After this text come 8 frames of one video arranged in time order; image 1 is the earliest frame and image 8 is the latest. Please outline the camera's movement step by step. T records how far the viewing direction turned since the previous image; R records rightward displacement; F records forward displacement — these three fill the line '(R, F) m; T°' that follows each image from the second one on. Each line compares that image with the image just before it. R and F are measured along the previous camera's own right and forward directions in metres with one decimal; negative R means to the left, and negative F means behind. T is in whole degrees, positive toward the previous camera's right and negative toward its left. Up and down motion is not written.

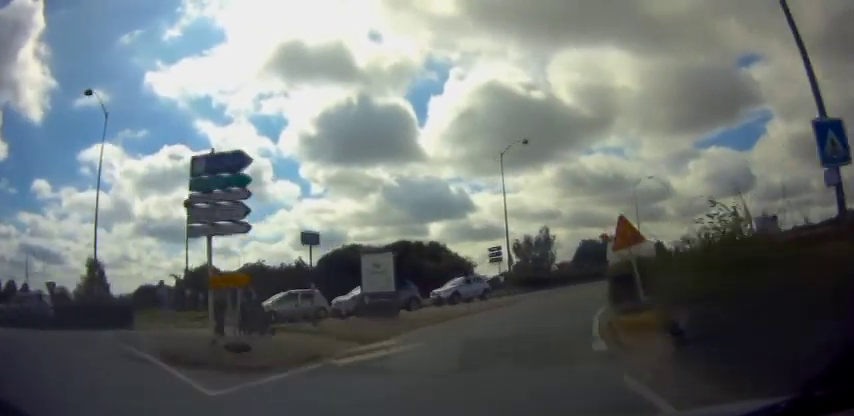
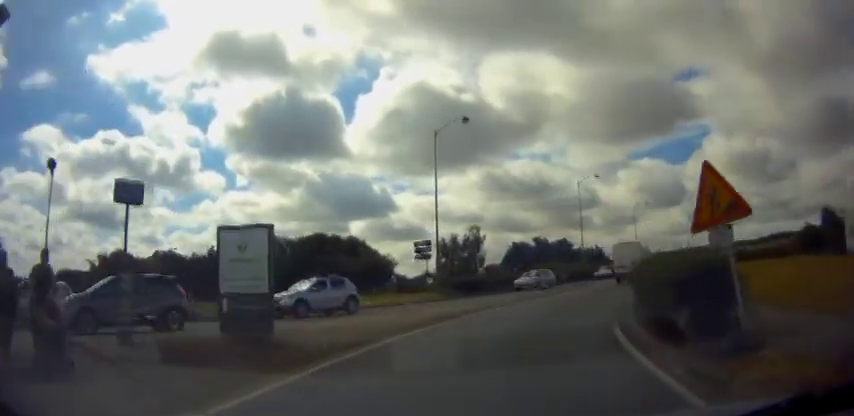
(+0.5, +7.0) m; +11°
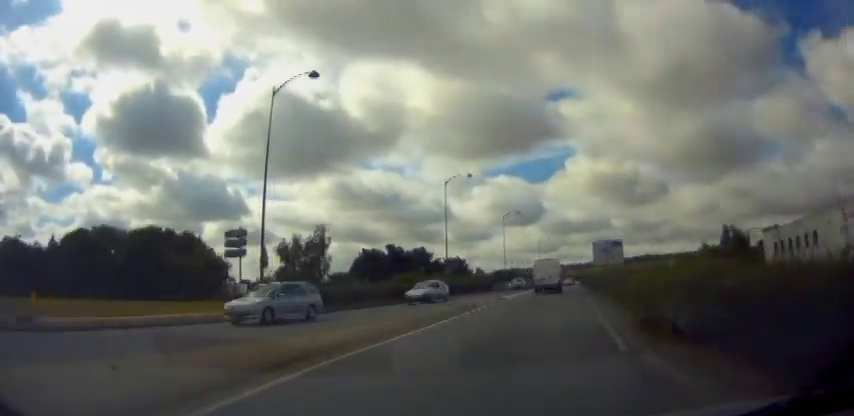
(+1.5, +10.8) m; +16°
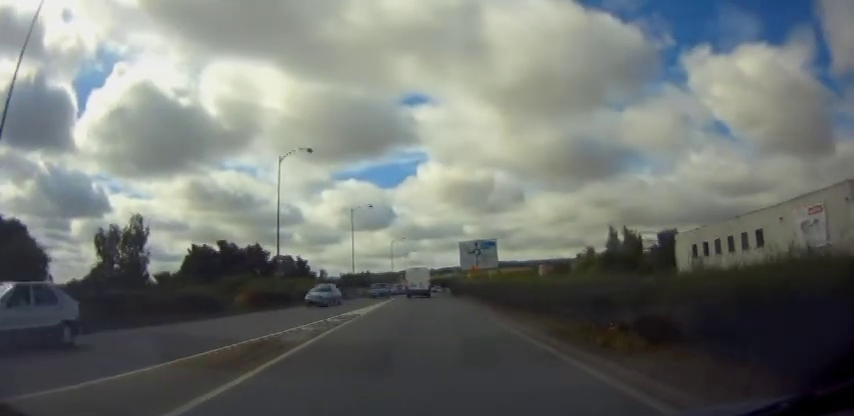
(+1.1, +9.7) m; +9°
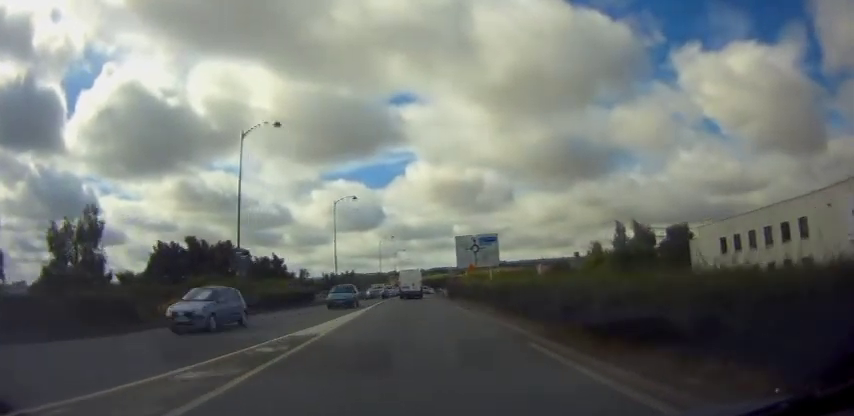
(+0.1, +3.8) m; +2°
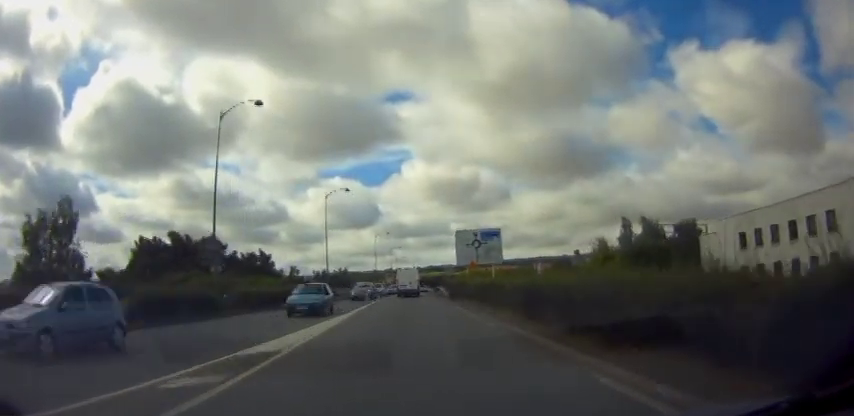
(0.0, +2.0) m; 0°
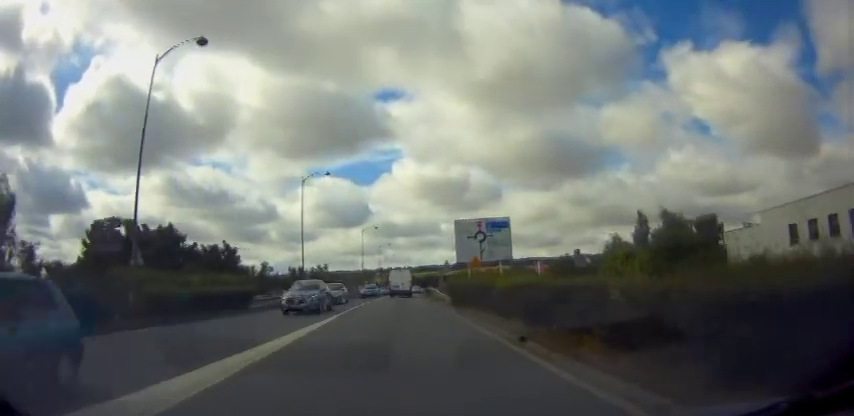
(0.0, +7.6) m; +1°
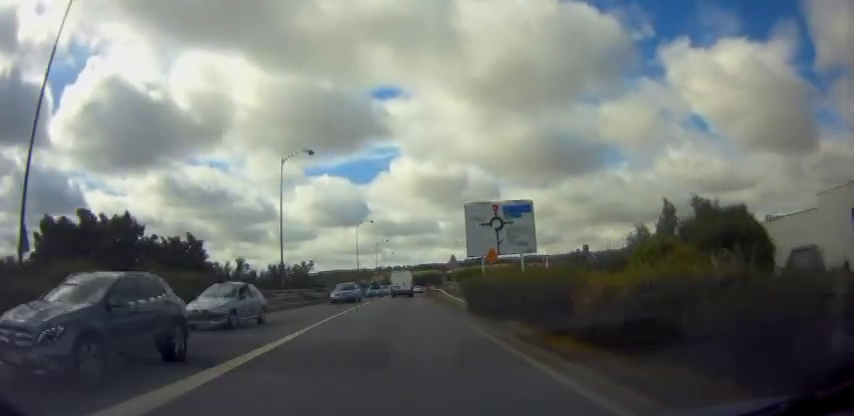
(0.0, +8.7) m; 0°
